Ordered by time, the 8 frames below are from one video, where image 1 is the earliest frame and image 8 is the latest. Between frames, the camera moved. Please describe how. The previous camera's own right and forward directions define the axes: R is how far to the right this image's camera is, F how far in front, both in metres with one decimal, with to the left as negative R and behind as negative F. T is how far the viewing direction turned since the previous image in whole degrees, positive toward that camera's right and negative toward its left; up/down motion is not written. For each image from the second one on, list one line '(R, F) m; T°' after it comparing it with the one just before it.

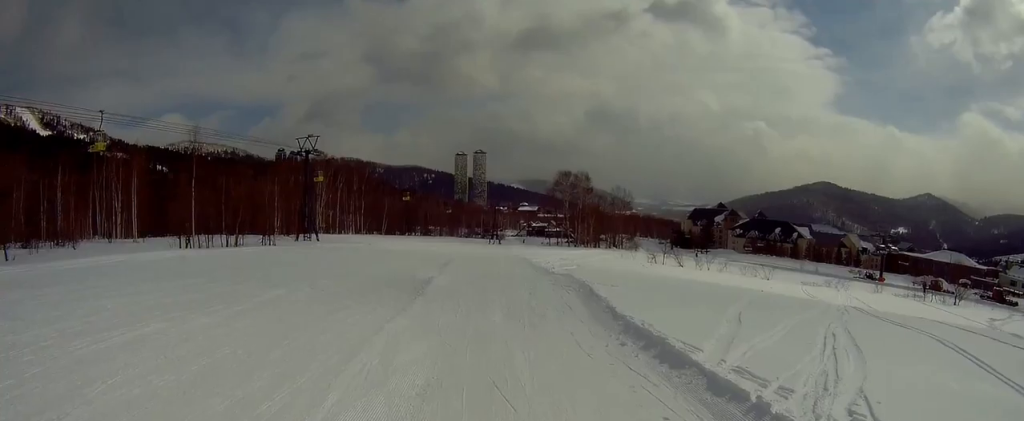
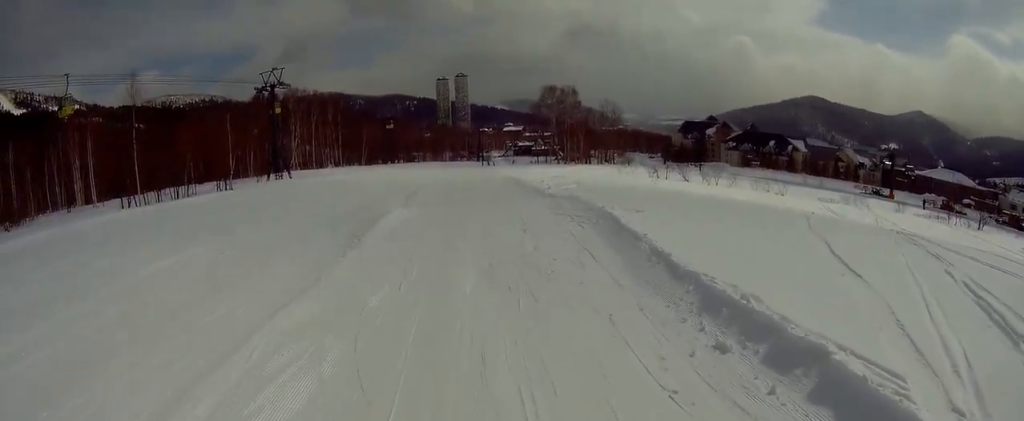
(+0.8, +4.3) m; 0°
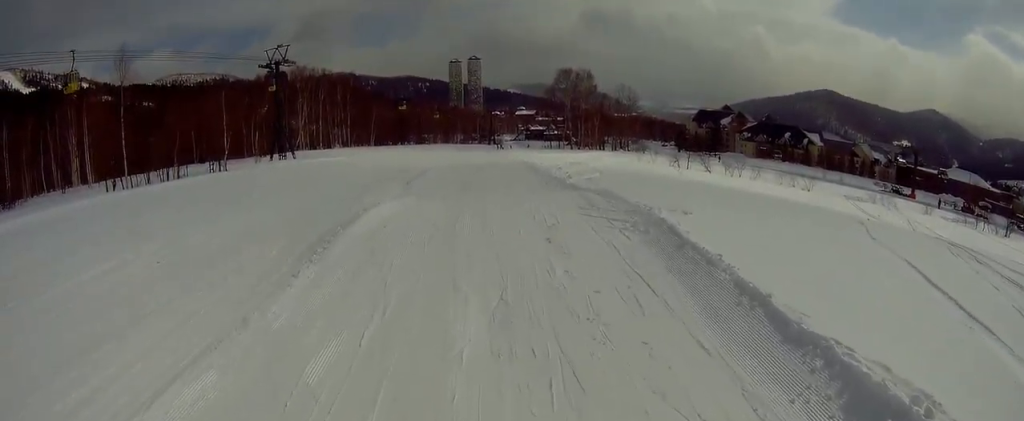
(-0.1, +2.2) m; -6°
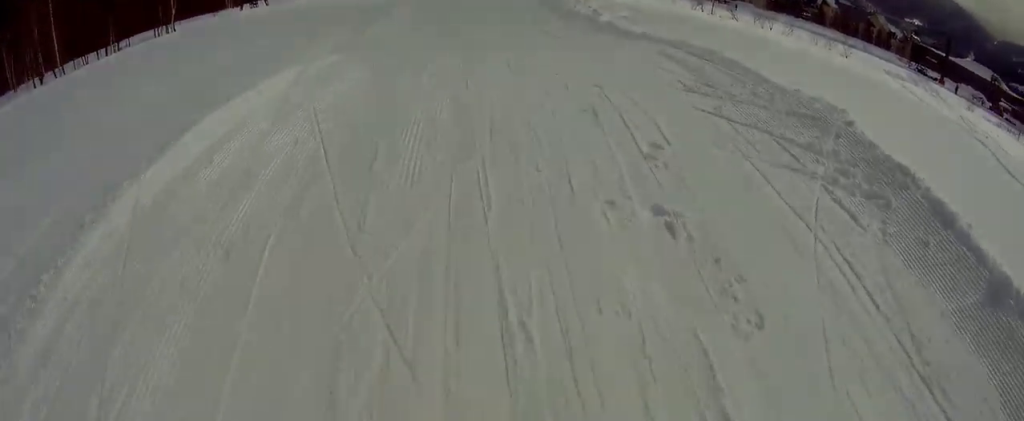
(-1.2, +4.4) m; -11°
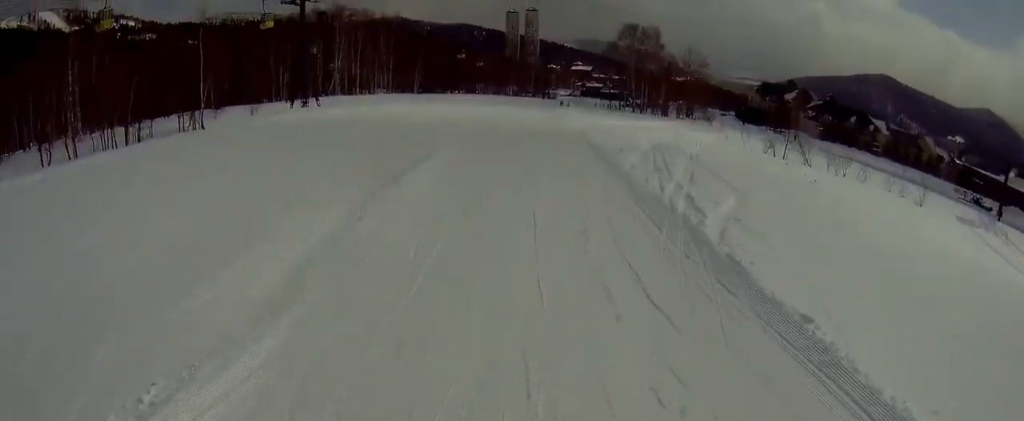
(+0.4, +5.1) m; +9°
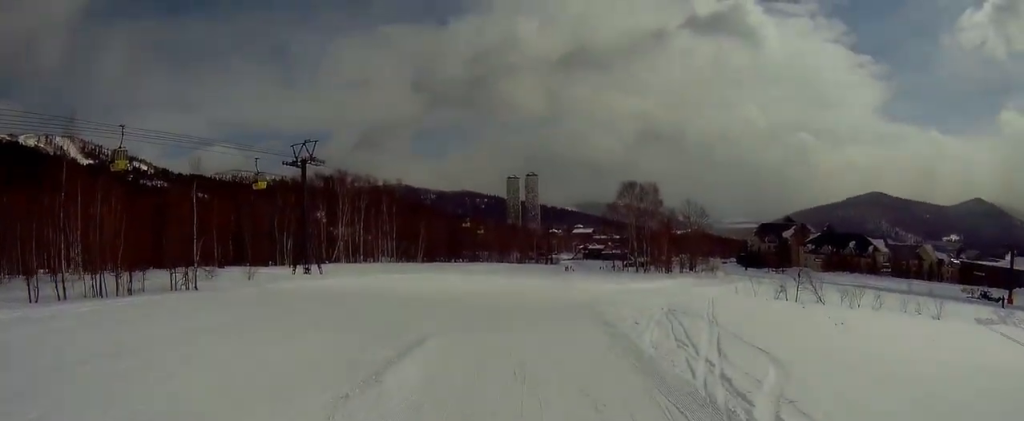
(+0.4, +2.6) m; 0°
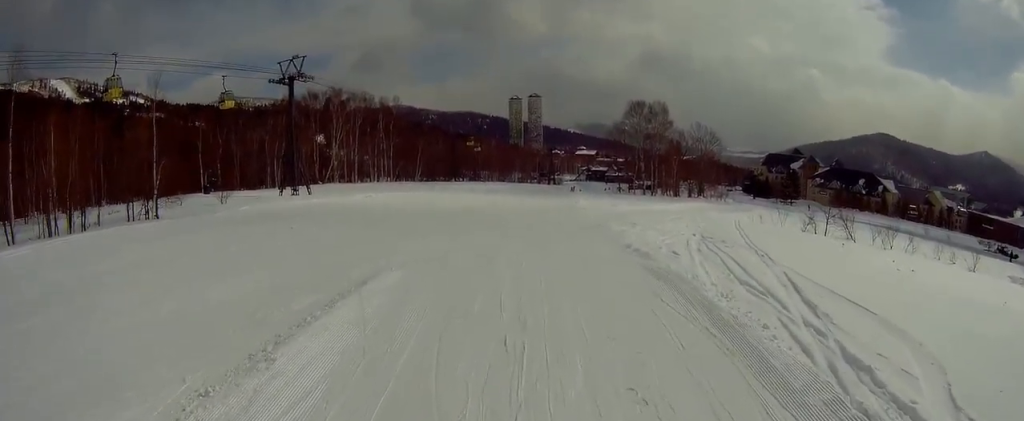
(-0.3, +4.1) m; -7°
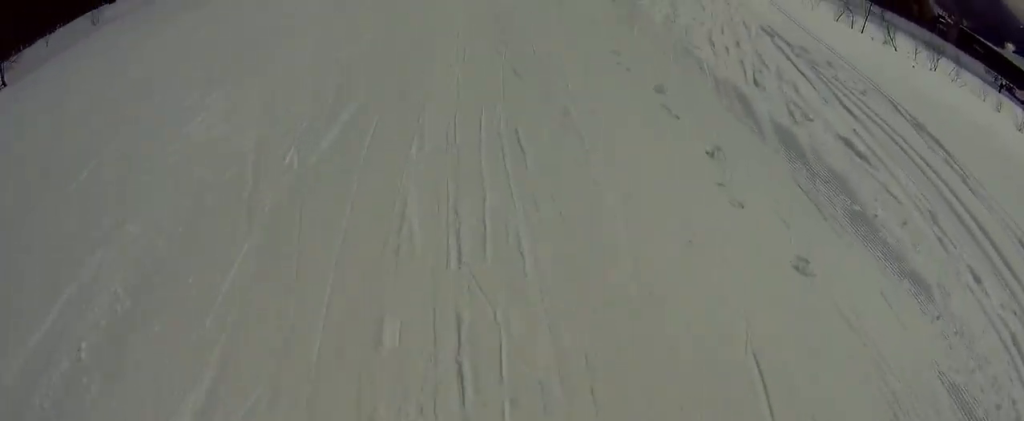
(-0.7, +7.4) m; +10°
